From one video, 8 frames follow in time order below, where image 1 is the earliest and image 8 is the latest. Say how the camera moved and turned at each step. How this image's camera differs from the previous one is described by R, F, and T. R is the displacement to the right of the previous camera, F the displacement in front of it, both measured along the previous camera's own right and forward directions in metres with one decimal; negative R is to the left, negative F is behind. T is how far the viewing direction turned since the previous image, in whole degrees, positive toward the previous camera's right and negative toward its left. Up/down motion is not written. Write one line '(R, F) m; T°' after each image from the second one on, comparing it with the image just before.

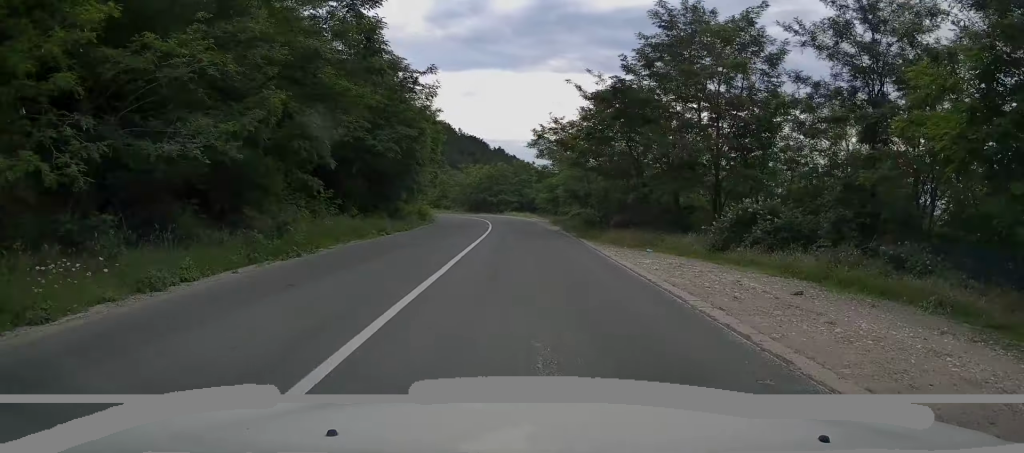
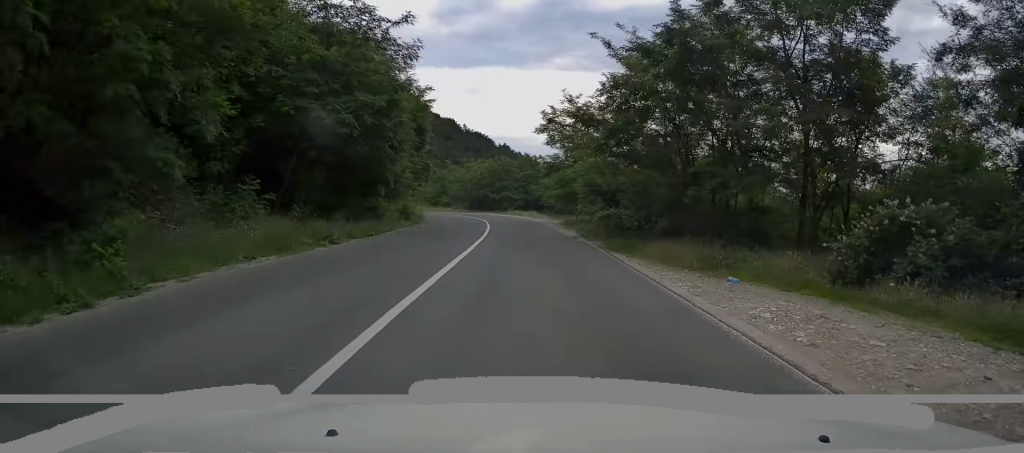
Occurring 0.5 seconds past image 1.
(0.0, +7.0) m; 0°
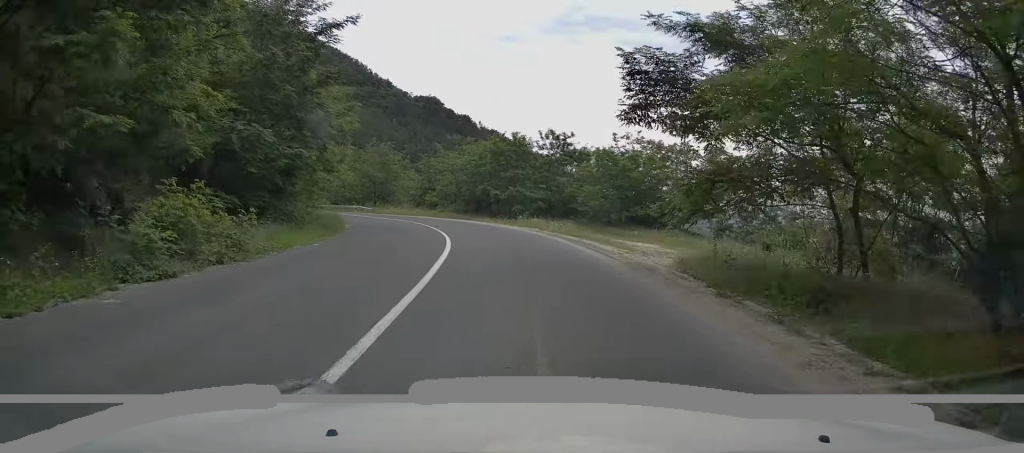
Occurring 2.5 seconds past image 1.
(-0.7, +25.5) m; -4°
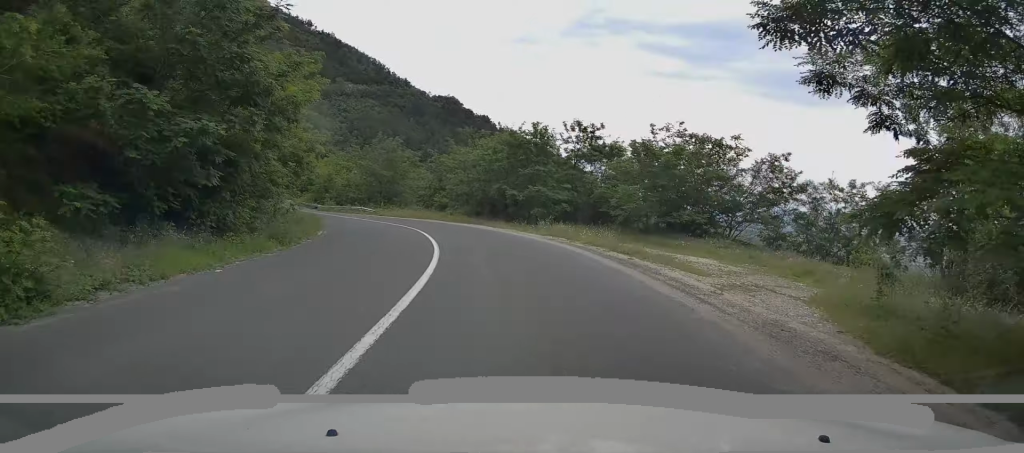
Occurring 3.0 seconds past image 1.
(-0.1, +6.4) m; -2°
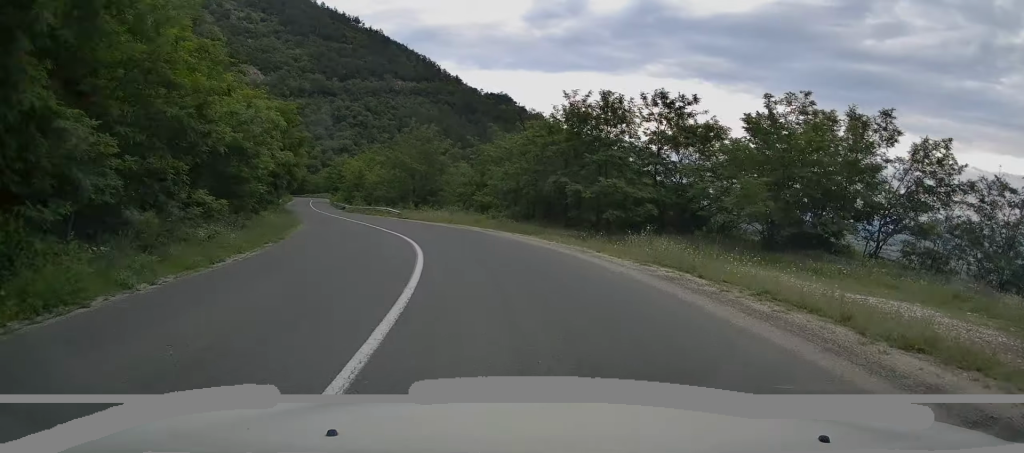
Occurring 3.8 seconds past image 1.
(-0.1, +10.6) m; -4°
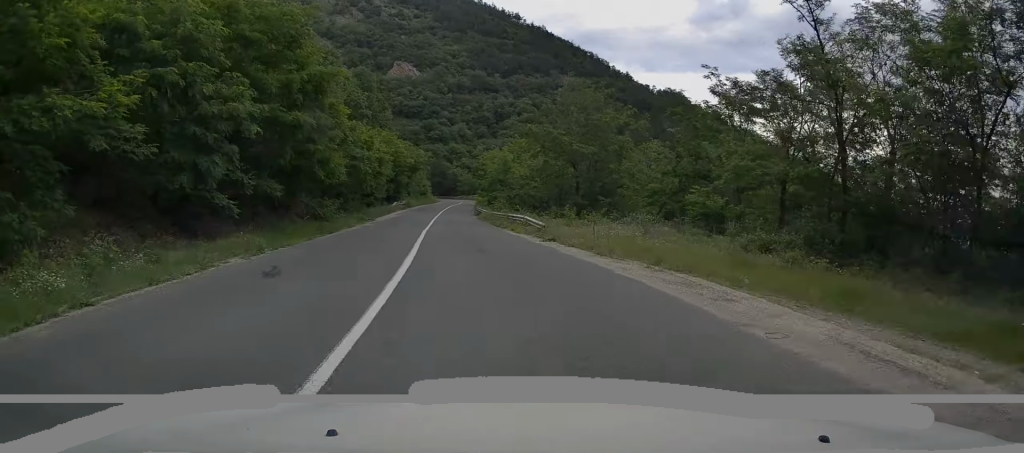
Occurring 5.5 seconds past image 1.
(-2.4, +20.6) m; -14°
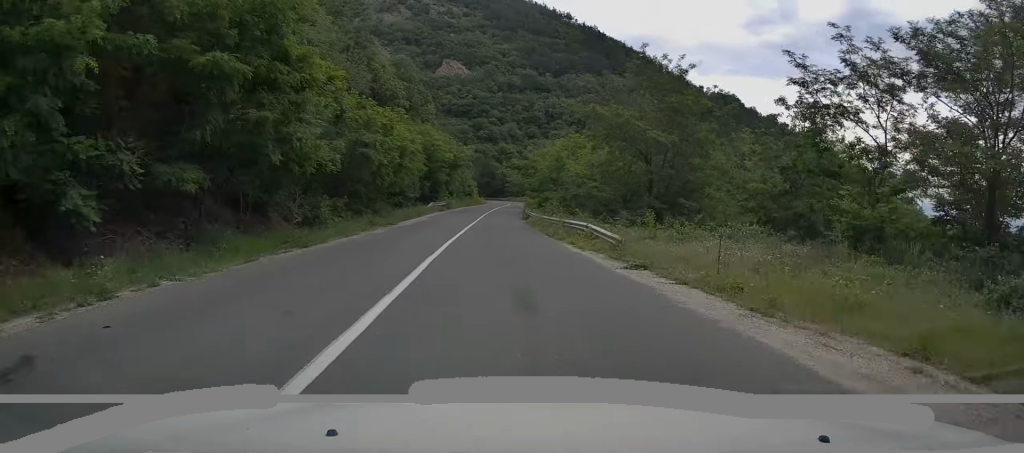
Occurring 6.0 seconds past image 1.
(-0.4, +7.3) m; -4°
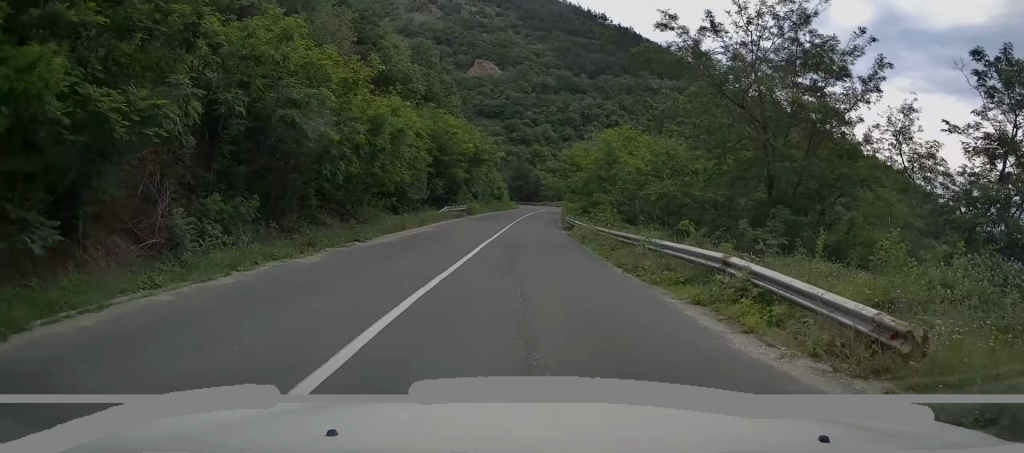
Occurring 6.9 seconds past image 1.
(-0.5, +10.7) m; -4°
